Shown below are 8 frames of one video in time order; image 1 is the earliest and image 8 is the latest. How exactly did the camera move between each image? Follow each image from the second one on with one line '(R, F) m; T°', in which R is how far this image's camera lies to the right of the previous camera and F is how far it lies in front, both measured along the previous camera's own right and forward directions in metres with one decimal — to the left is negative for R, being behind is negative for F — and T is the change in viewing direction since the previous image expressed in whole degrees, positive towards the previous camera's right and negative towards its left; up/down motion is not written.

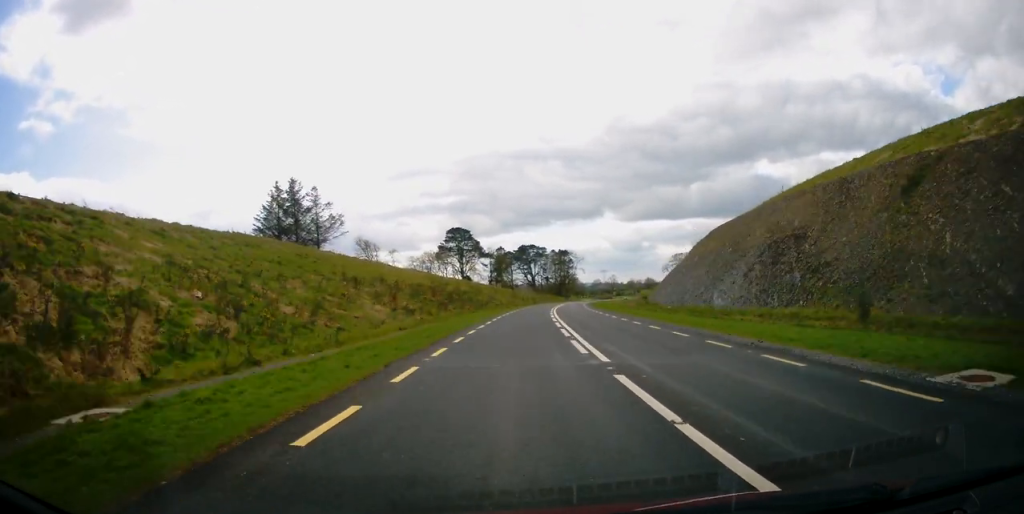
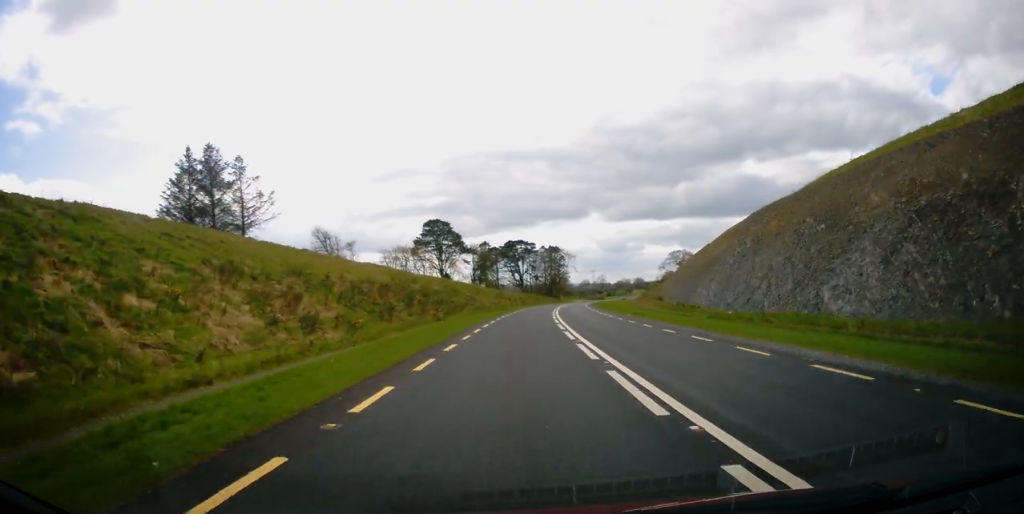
(+0.3, +18.6) m; +2°
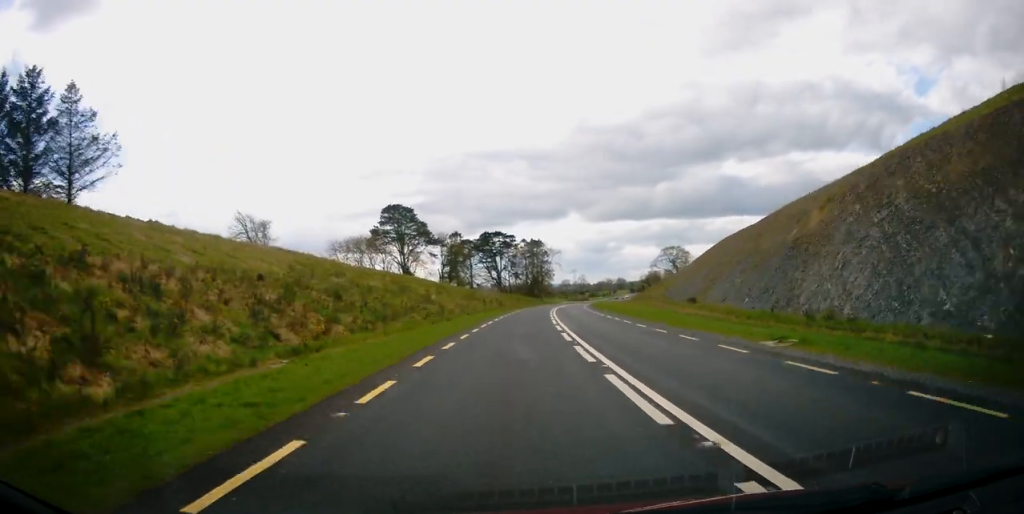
(+0.3, +23.8) m; +2°
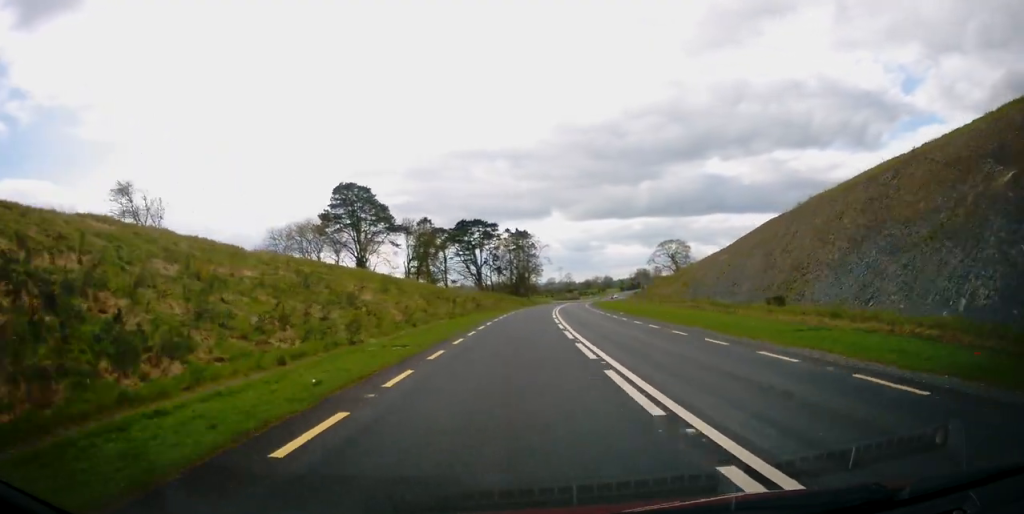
(+0.3, +23.1) m; +1°
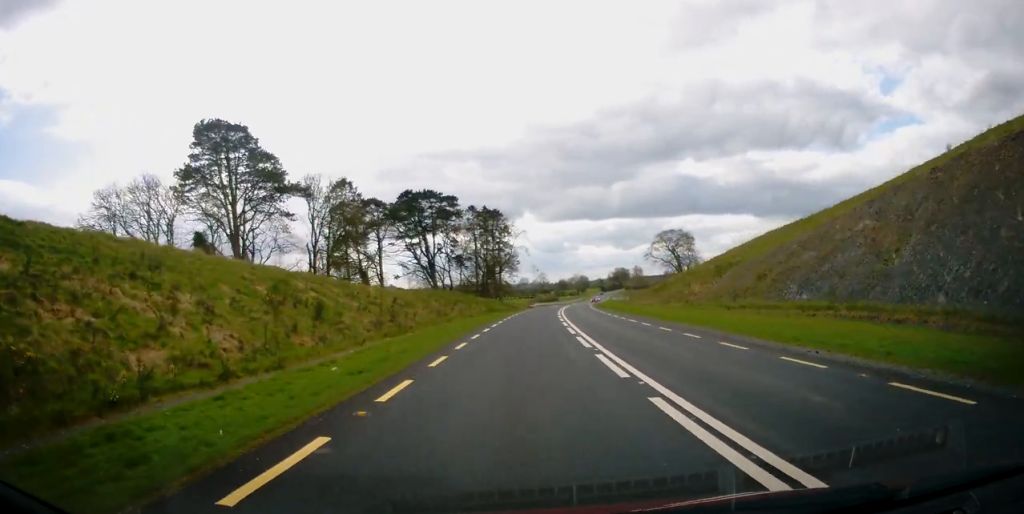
(+0.8, +37.2) m; +3°
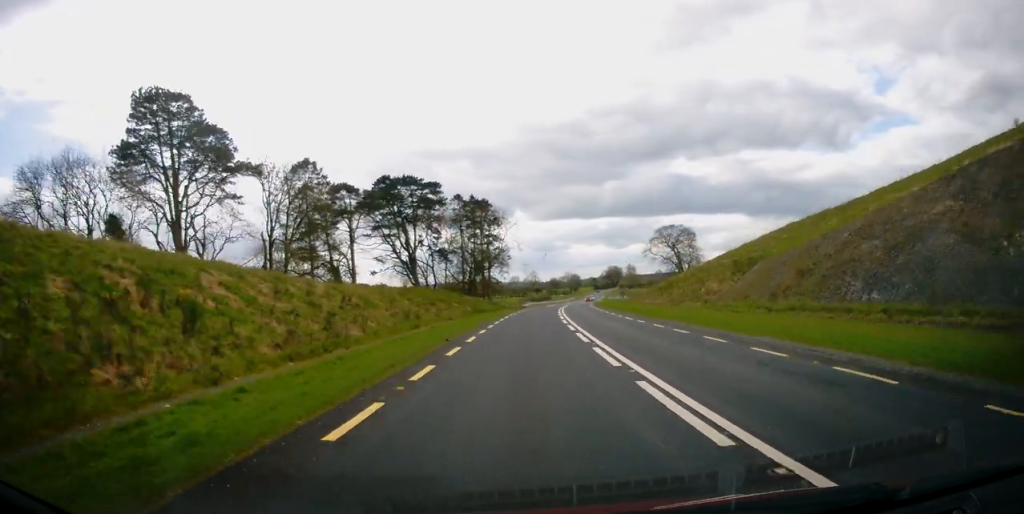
(+0.2, +10.2) m; +1°
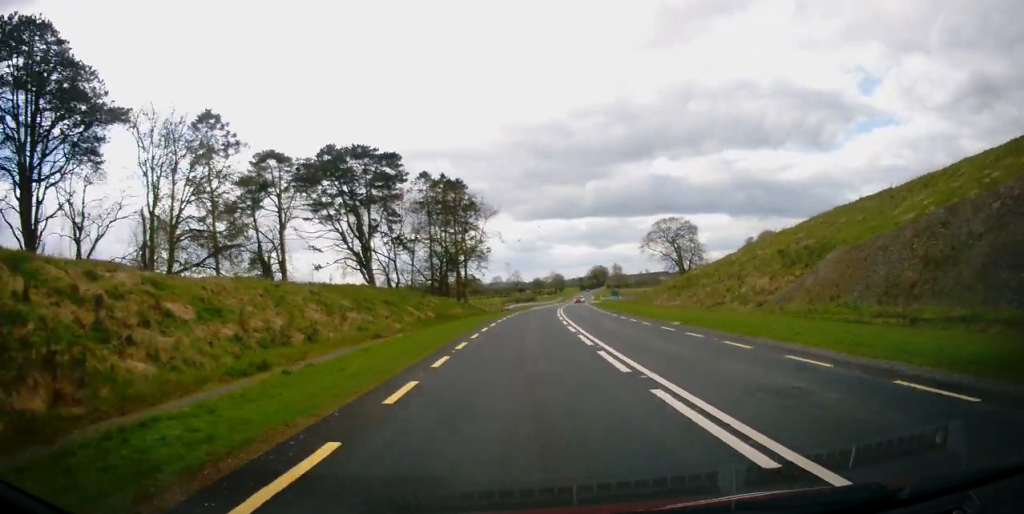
(+0.2, +18.0) m; +1°
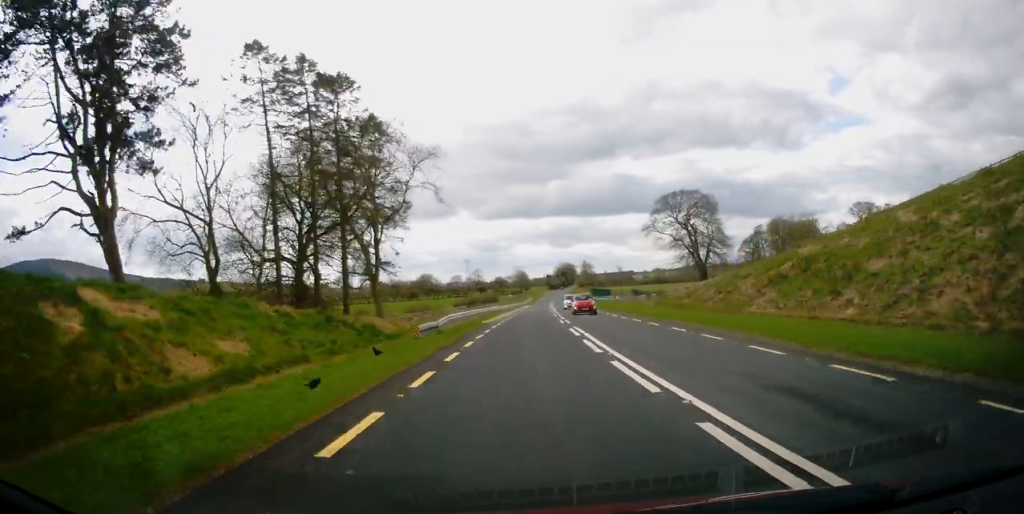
(+1.3, +42.5) m; +4°
